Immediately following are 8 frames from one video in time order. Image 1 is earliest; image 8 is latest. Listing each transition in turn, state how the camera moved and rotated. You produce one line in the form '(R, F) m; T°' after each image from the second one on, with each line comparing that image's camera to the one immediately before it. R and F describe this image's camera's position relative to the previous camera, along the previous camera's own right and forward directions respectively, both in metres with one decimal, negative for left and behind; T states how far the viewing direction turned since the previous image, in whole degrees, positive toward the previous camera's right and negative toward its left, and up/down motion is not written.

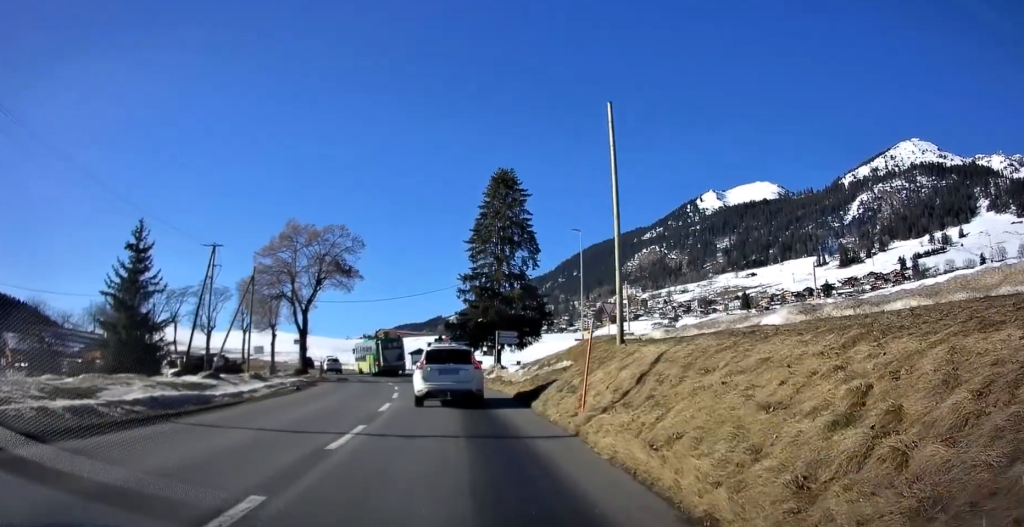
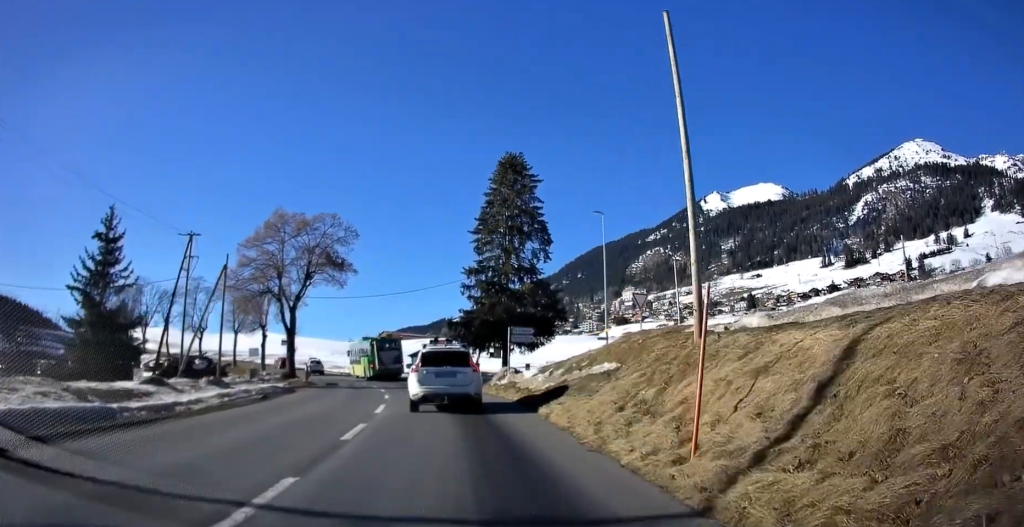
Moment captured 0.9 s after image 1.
(-0.1, +5.5) m; -5°
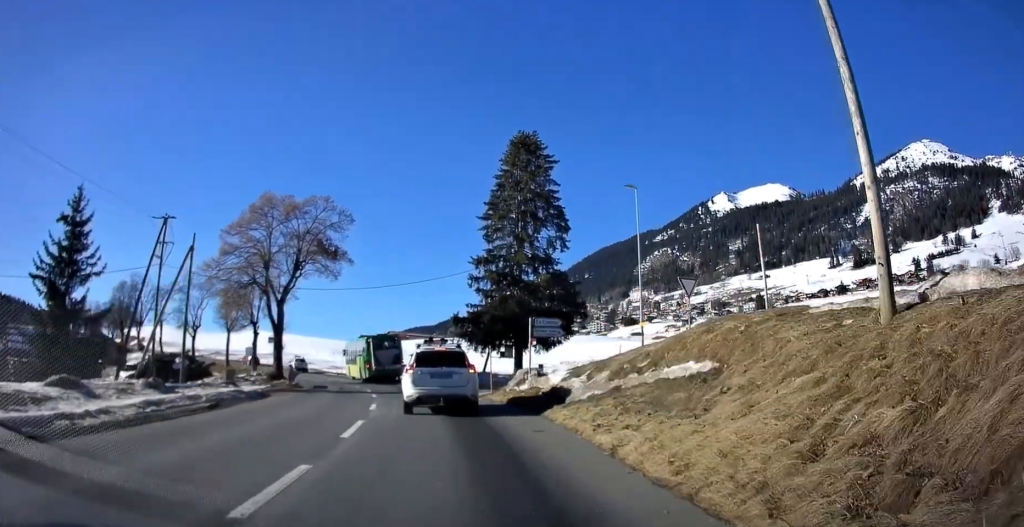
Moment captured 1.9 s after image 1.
(-0.4, +5.4) m; -2°
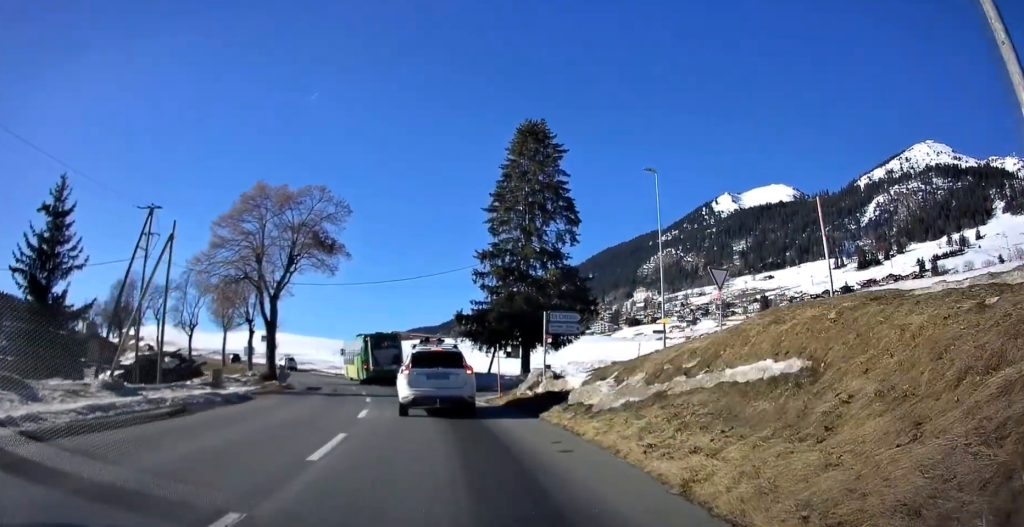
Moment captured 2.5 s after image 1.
(+0.1, +2.4) m; +1°
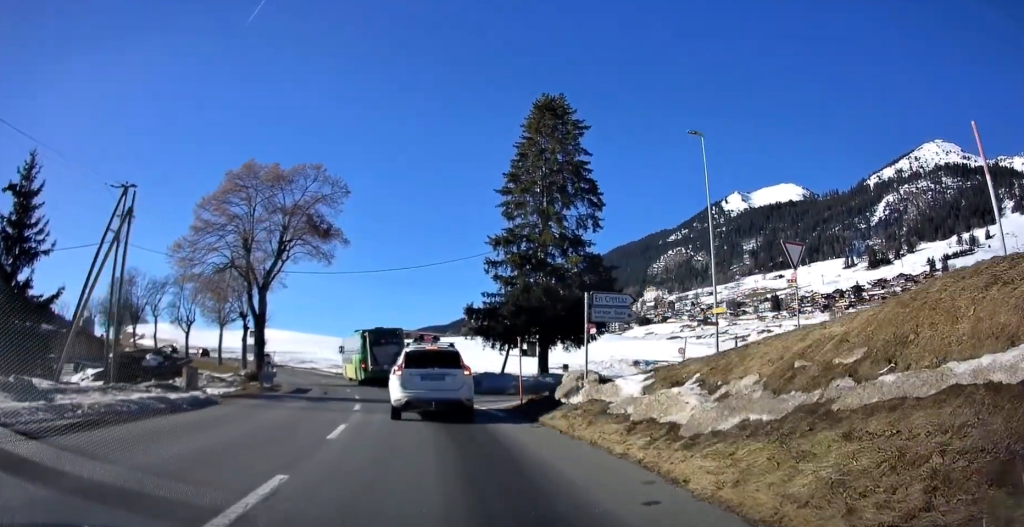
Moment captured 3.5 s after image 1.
(+0.2, +4.4) m; +1°
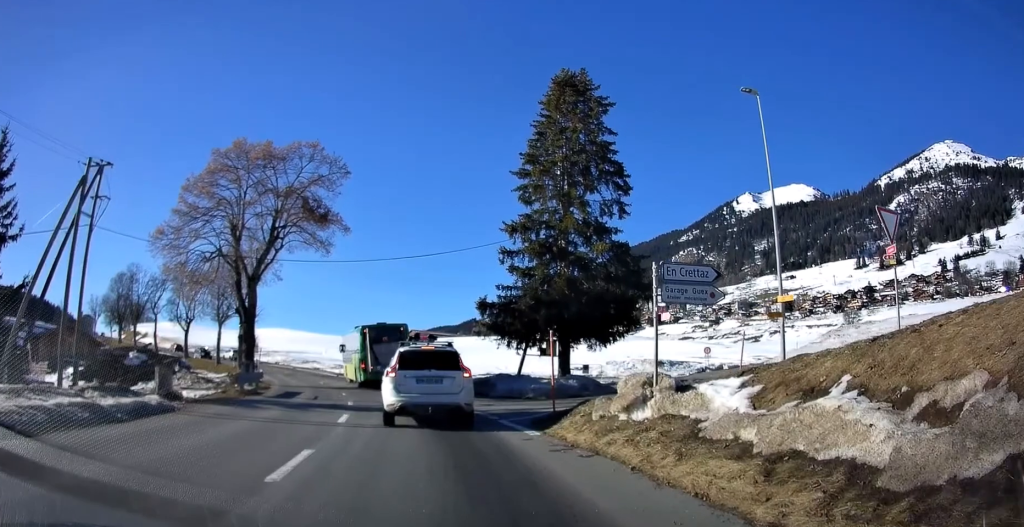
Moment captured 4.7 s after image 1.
(-0.1, +4.0) m; -3°
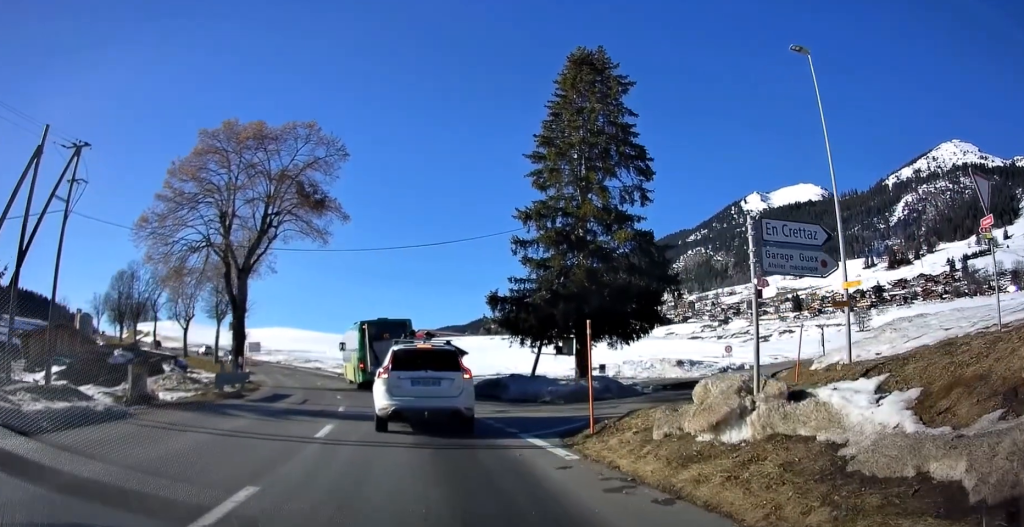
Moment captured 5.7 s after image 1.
(-0.1, +3.1) m; -4°
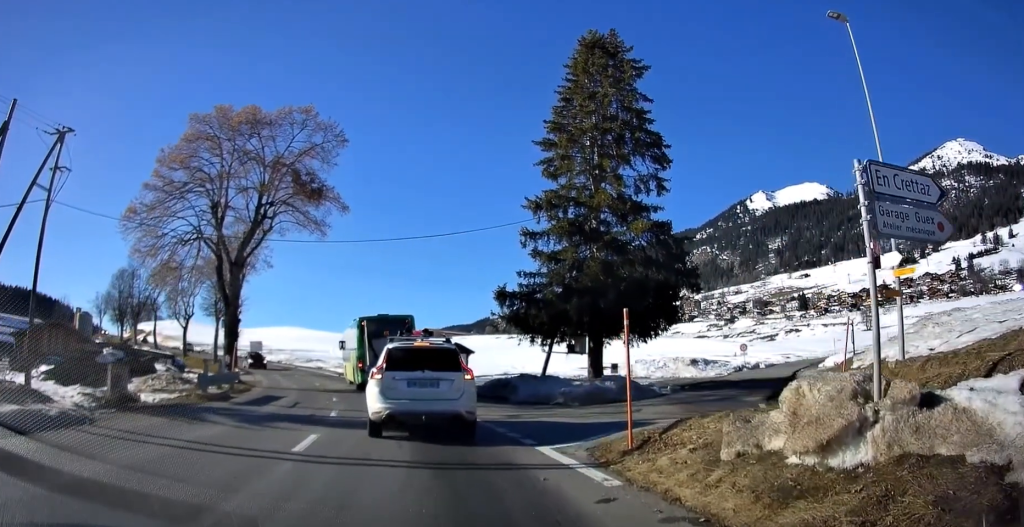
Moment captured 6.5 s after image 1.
(-0.1, +2.0) m; +1°
